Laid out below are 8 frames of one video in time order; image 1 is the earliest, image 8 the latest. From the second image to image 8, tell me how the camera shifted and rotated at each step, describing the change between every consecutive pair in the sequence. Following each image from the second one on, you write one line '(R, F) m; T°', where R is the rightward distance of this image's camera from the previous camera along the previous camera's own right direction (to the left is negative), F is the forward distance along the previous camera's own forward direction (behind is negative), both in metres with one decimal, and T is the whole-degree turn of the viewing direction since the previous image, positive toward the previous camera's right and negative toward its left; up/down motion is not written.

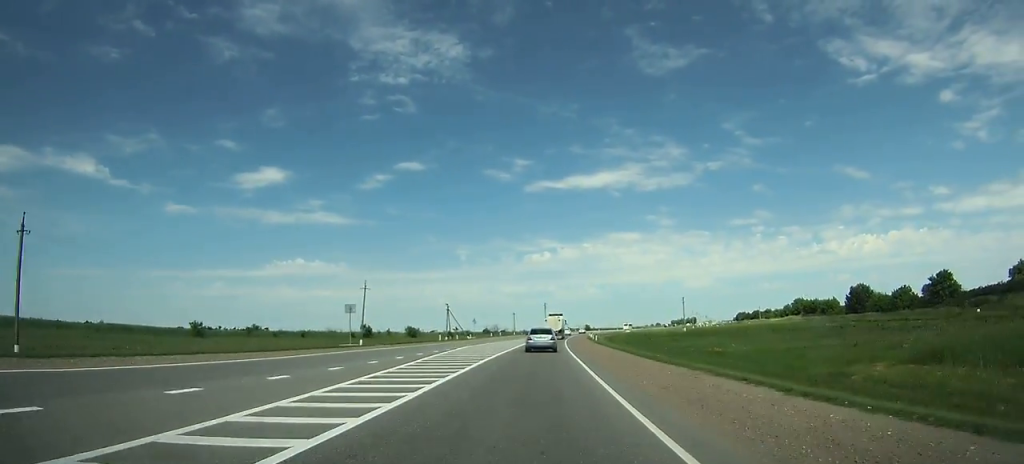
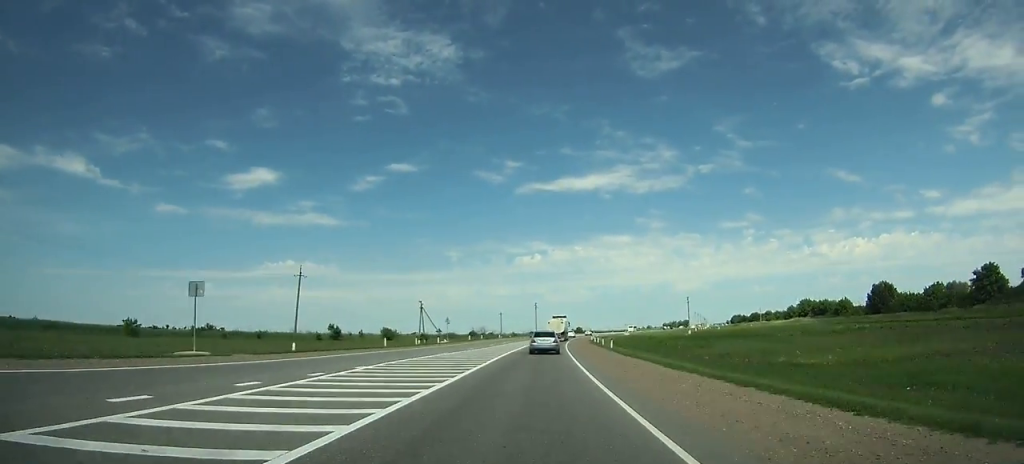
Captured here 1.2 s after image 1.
(0.0, +21.0) m; +1°
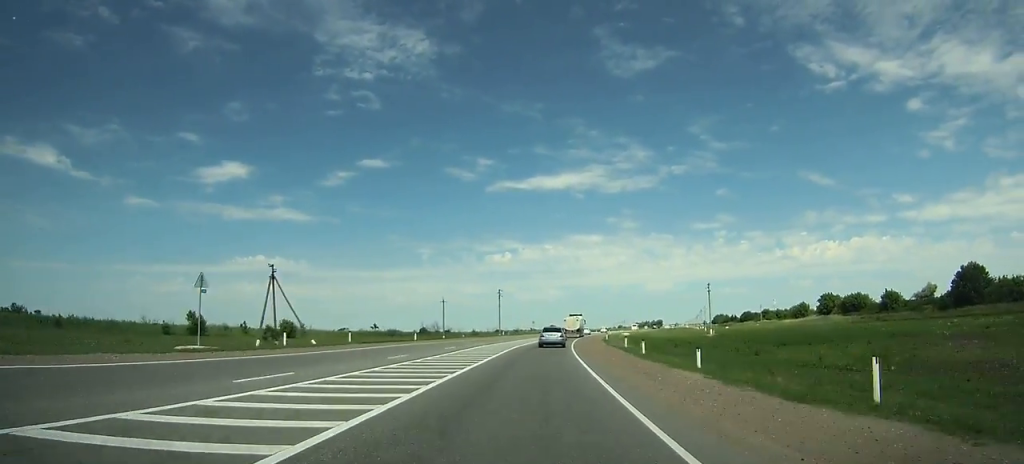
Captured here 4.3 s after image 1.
(+1.3, +56.1) m; +3°
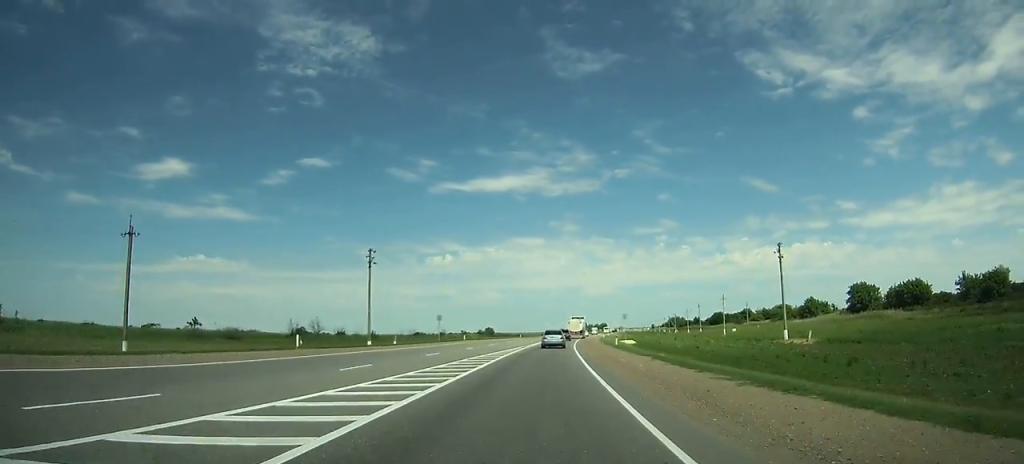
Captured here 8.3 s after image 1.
(+3.9, +75.7) m; +6°
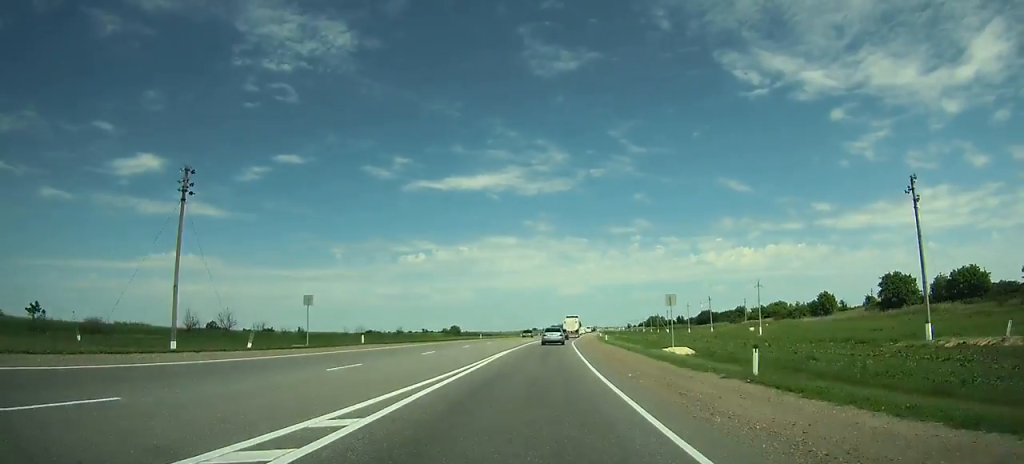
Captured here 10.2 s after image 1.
(+0.6, +36.9) m; +3°
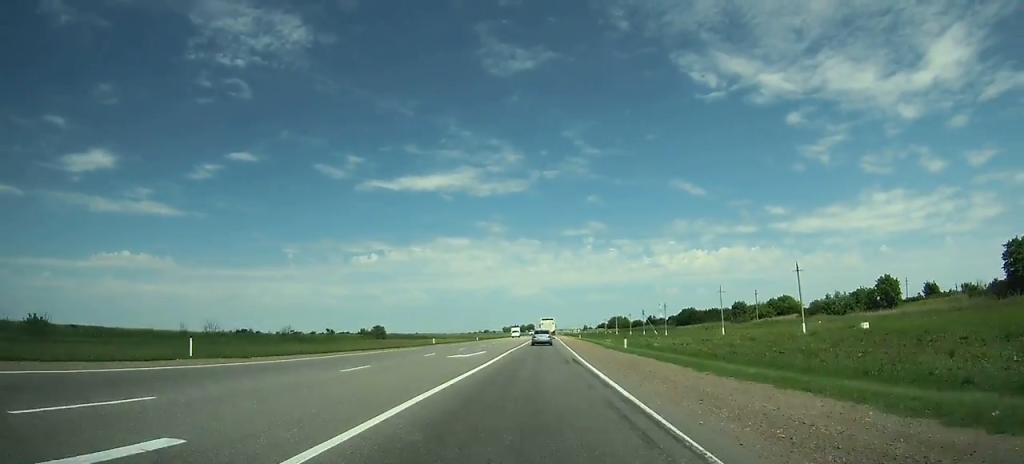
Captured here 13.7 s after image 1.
(+2.6, +69.8) m; +3°
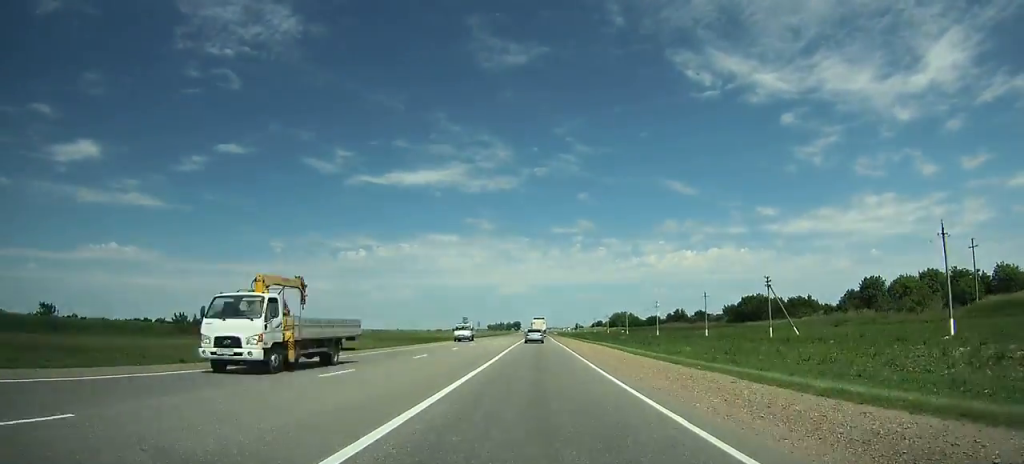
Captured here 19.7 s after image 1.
(+3.8, +123.4) m; +2°
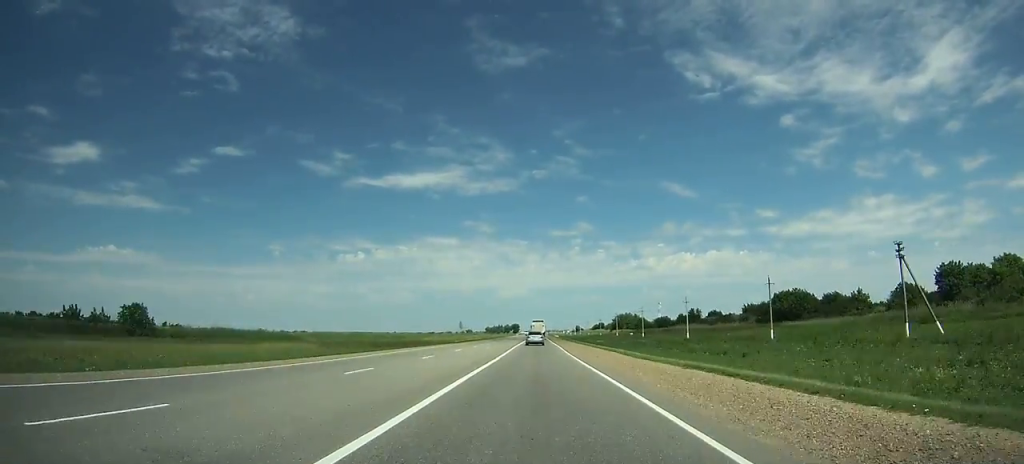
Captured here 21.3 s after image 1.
(+0.1, +33.7) m; 0°
